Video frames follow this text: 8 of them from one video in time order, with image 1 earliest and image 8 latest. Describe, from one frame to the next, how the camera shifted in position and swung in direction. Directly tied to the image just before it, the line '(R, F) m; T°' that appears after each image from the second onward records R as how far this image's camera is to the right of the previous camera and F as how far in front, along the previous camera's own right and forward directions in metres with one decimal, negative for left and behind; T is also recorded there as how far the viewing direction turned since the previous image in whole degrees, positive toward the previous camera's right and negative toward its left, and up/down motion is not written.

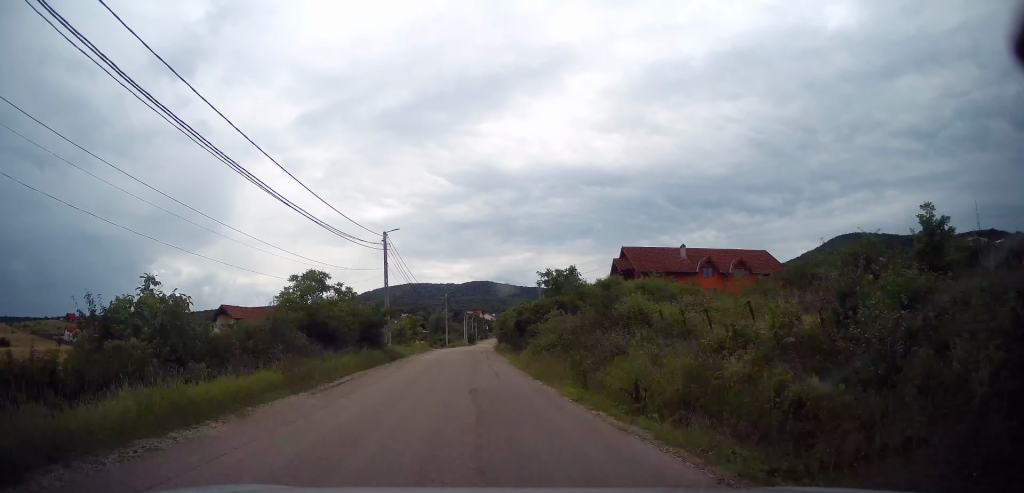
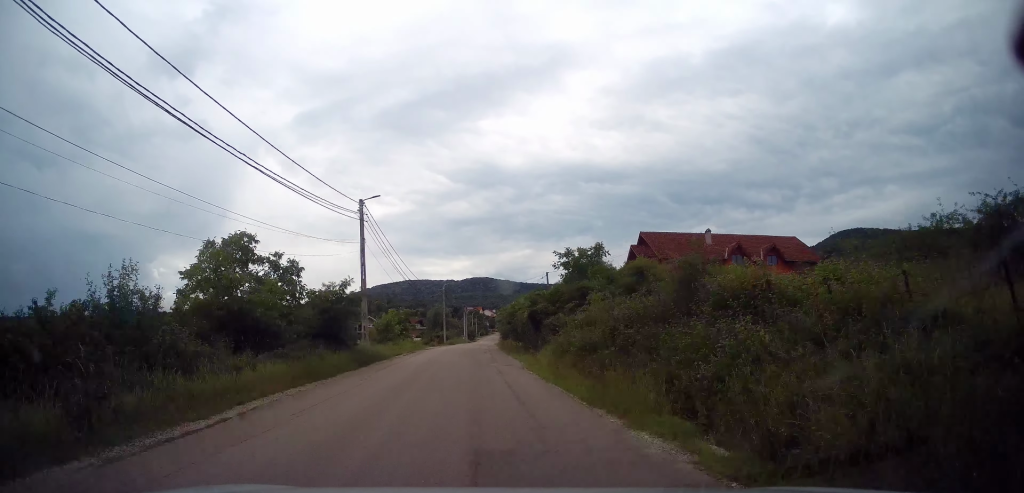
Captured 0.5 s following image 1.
(0.0, +8.0) m; 0°
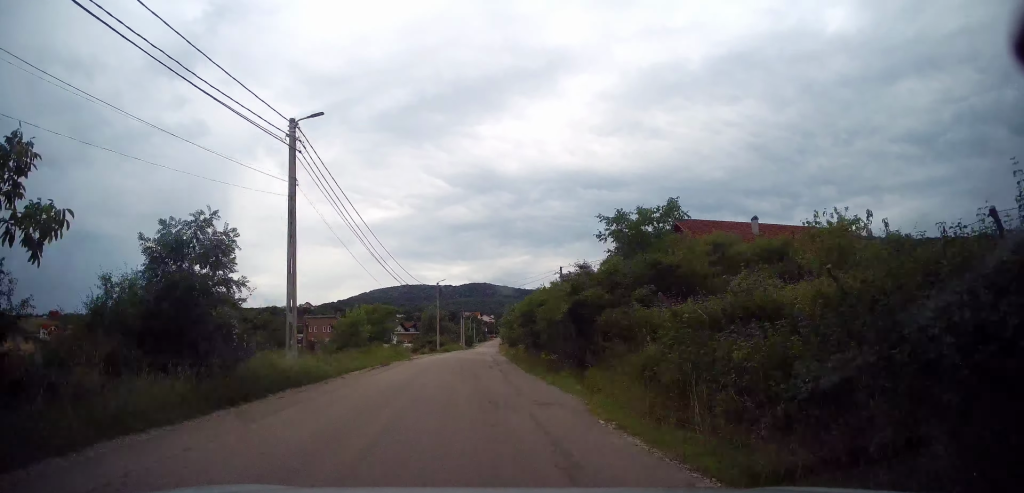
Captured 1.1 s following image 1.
(0.0, +11.4) m; 0°
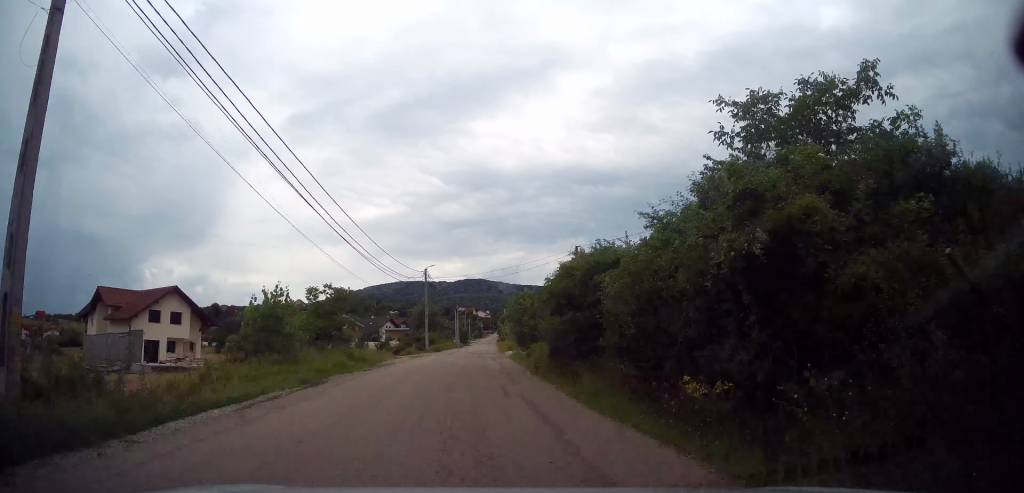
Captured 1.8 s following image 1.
(-0.1, +10.8) m; 0°
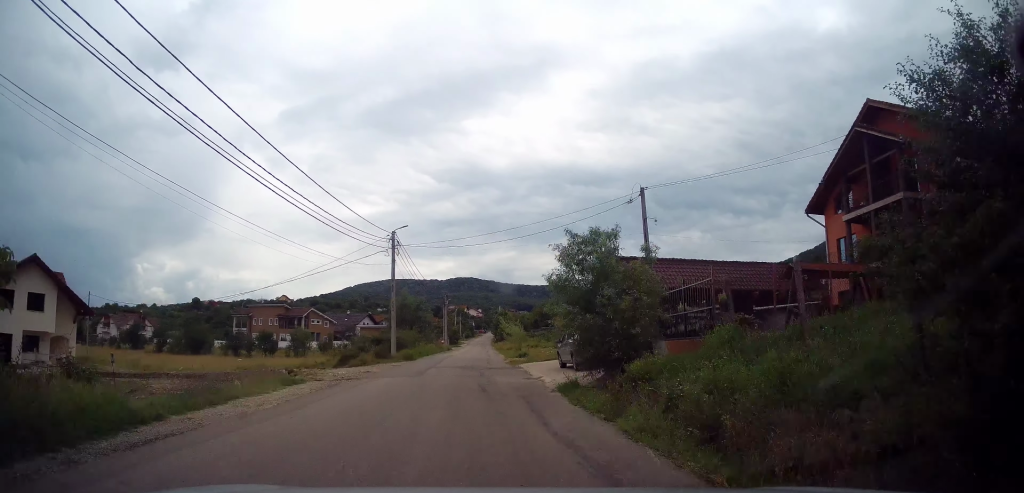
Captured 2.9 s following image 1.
(+0.2, +19.2) m; +1°
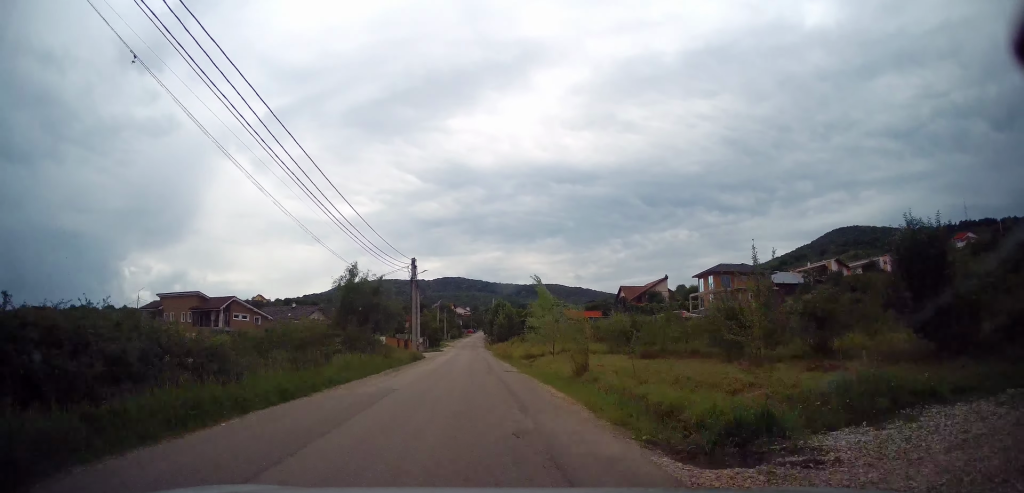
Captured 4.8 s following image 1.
(+0.7, +31.1) m; +1°
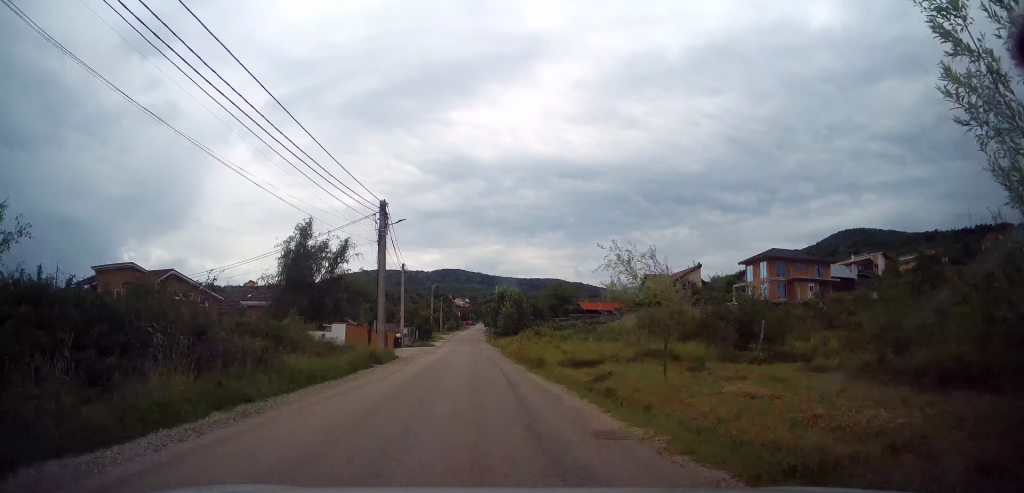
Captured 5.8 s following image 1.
(-0.3, +16.7) m; 0°
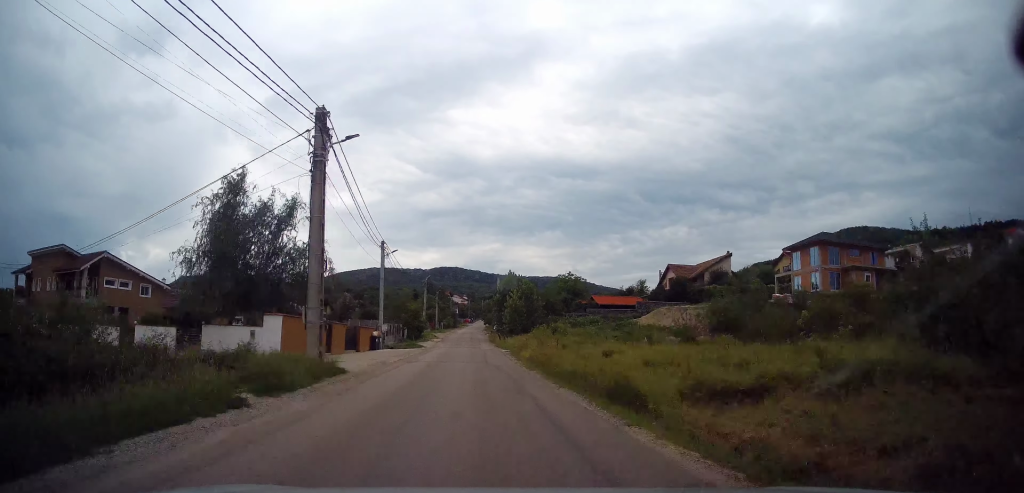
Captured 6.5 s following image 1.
(+0.1, +12.2) m; 0°
